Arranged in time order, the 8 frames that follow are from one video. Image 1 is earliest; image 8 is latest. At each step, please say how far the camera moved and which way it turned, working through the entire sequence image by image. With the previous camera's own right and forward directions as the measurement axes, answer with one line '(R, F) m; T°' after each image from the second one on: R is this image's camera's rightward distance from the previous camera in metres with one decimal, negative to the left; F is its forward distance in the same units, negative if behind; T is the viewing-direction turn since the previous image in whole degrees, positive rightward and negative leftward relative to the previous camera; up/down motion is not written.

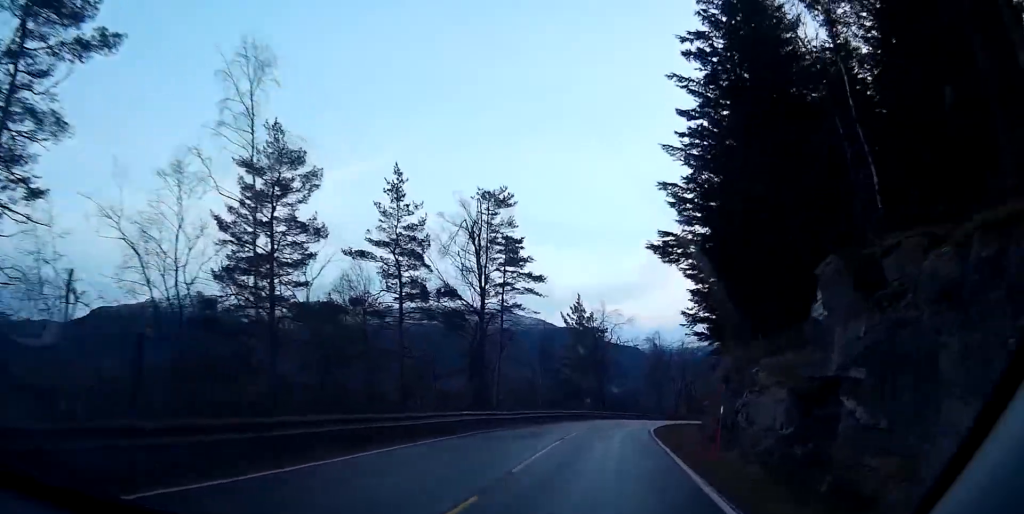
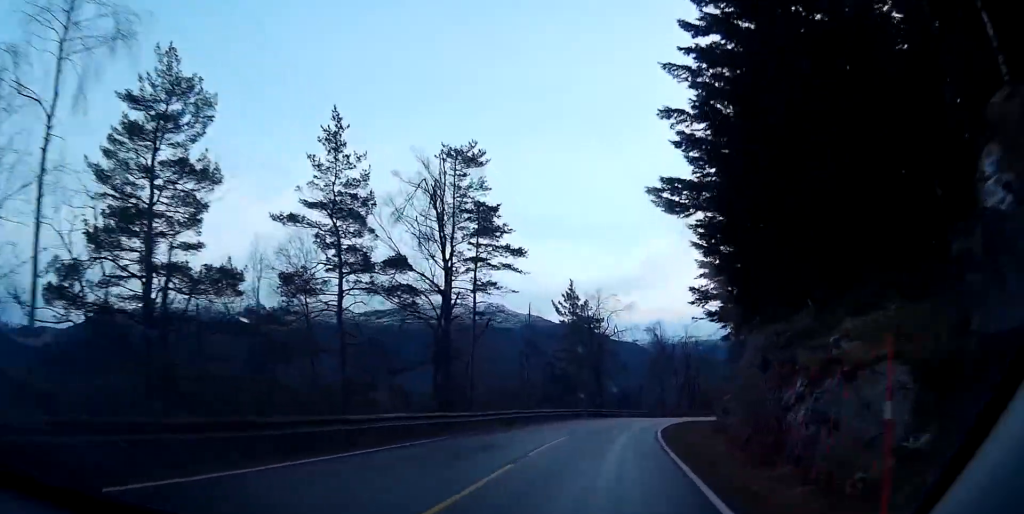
(-0.1, +8.0) m; -1°
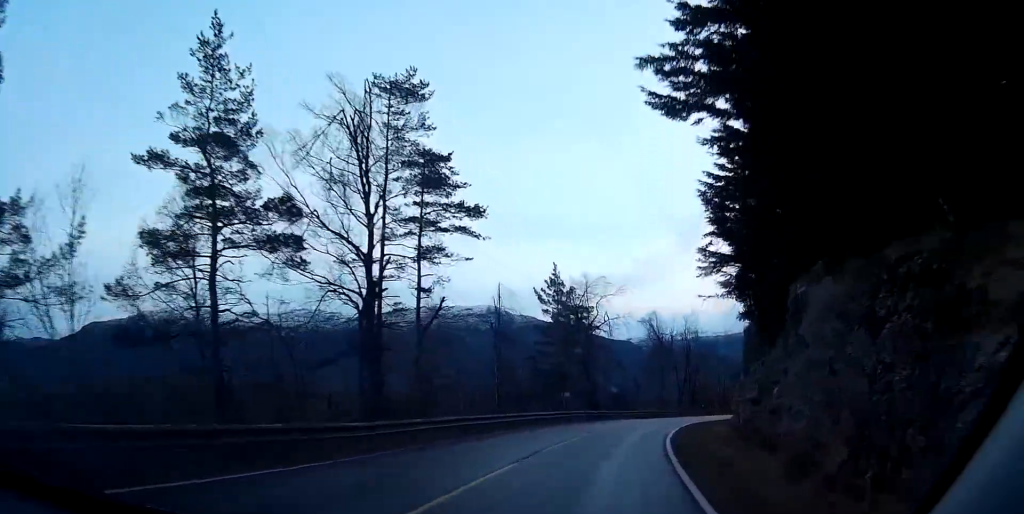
(-0.2, +9.4) m; -1°
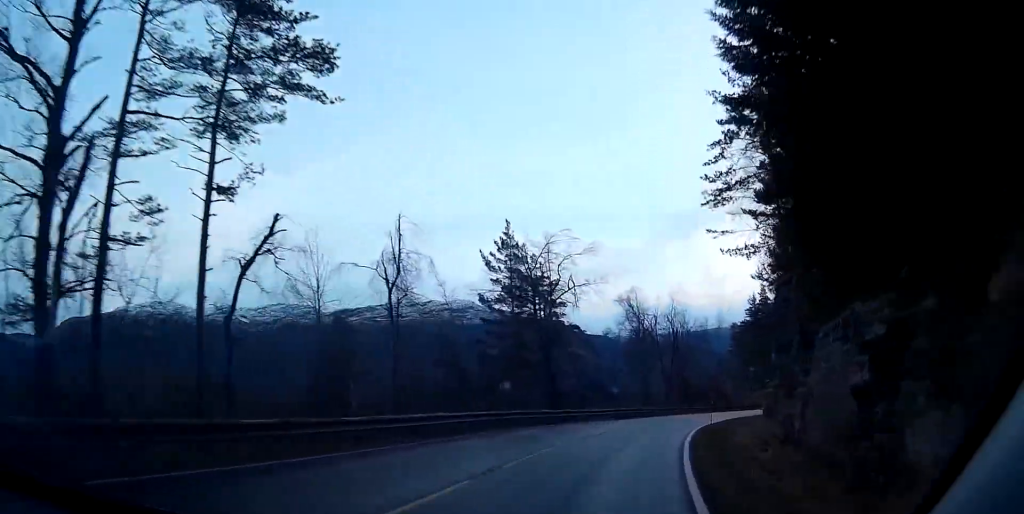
(0.0, +15.1) m; +2°
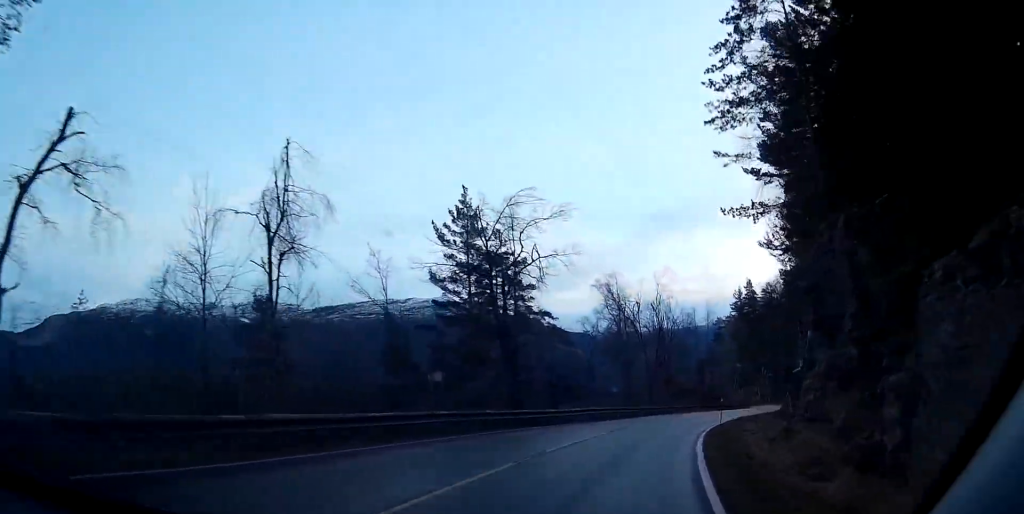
(+0.1, +8.3) m; +2°
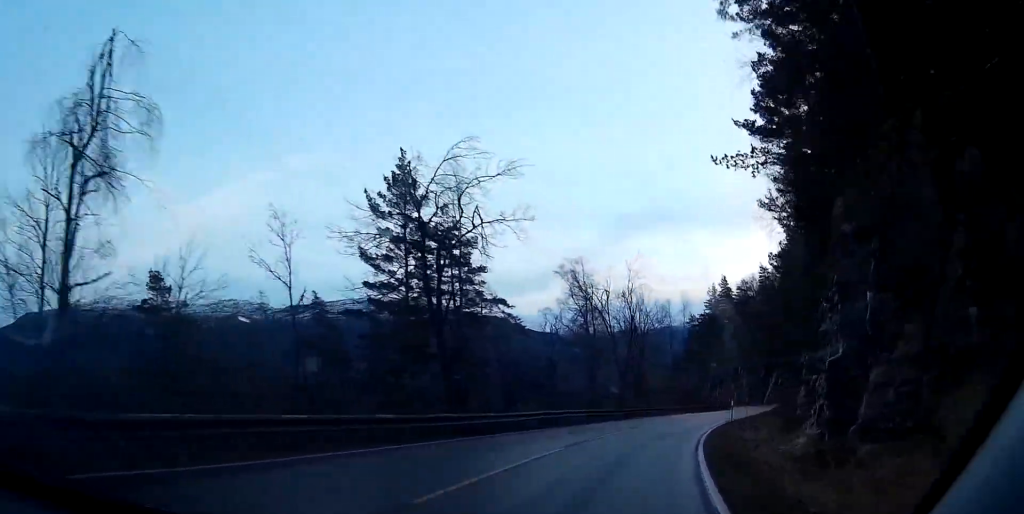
(+0.1, +7.3) m; +2°
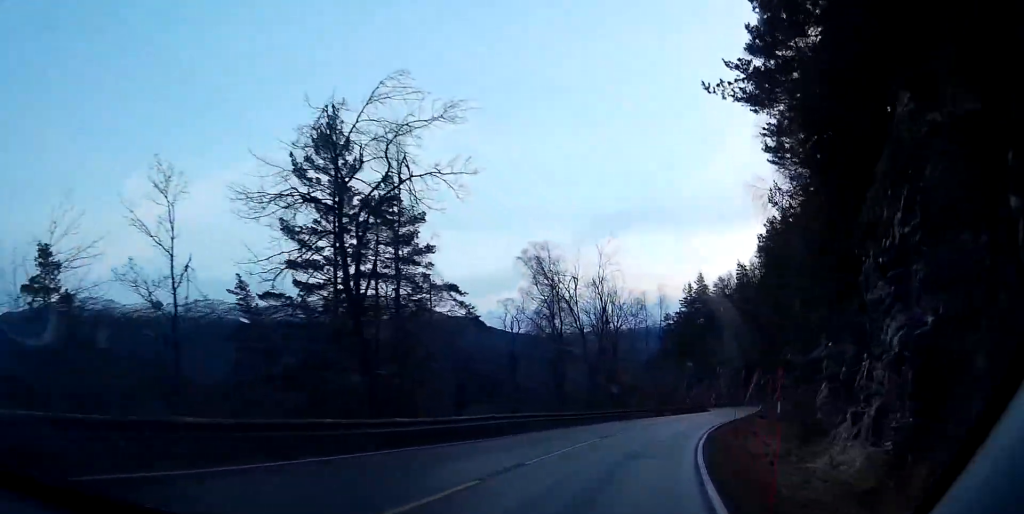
(+0.1, +6.3) m; +2°
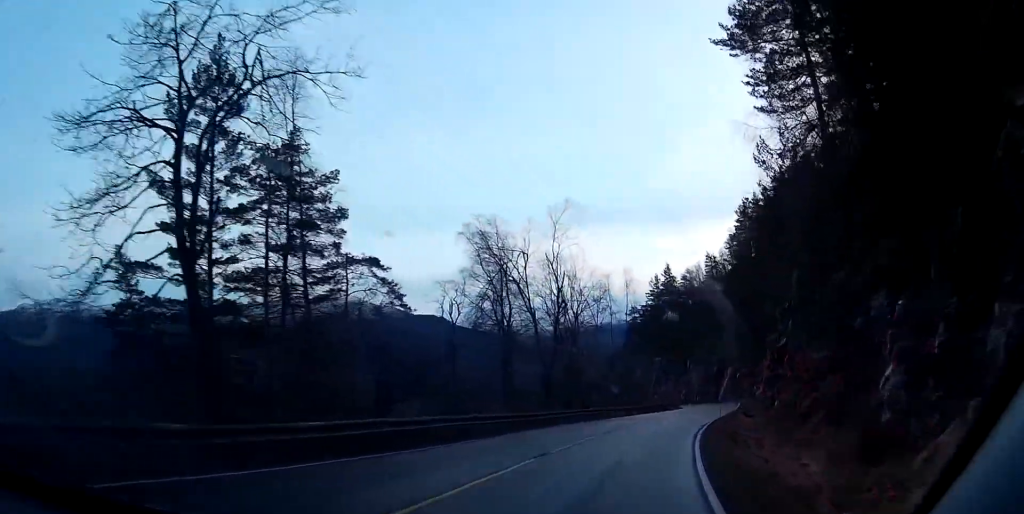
(+0.3, +8.1) m; +2°
